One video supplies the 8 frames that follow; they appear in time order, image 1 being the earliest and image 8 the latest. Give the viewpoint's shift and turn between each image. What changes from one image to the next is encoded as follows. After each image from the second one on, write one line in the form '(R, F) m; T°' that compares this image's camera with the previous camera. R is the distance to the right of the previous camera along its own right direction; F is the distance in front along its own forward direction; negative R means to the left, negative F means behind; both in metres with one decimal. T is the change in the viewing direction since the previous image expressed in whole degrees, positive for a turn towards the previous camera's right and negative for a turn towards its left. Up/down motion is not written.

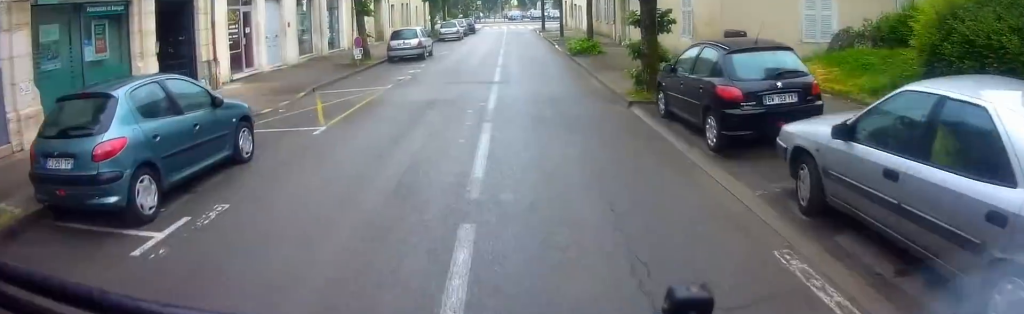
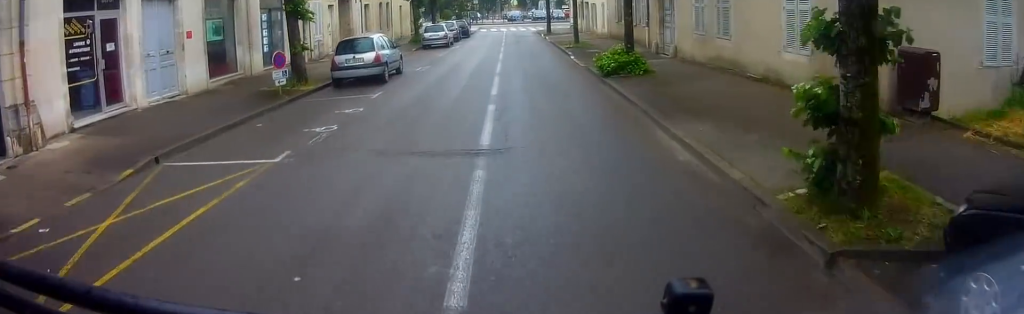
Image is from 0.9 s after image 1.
(0.0, +7.7) m; -1°
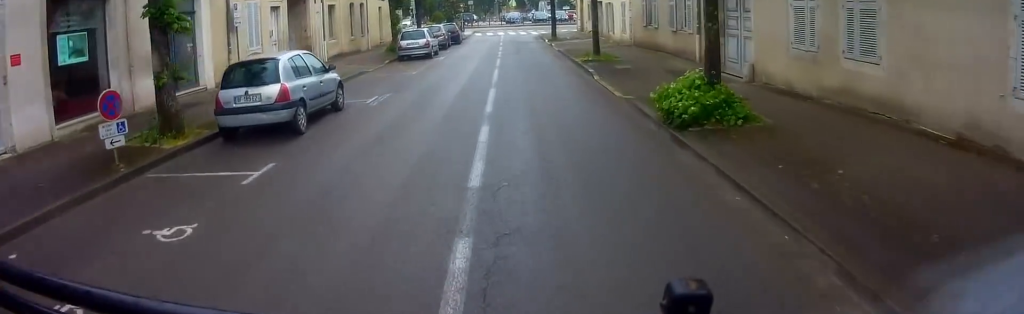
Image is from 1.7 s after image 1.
(+0.1, +6.8) m; -3°
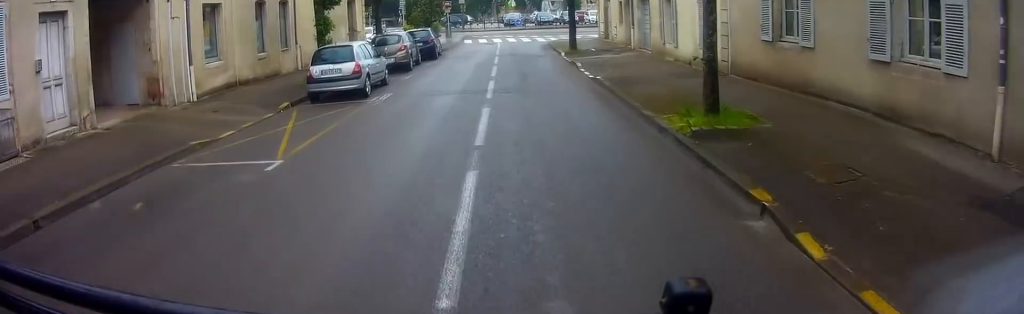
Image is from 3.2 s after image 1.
(-0.3, +12.3) m; 0°
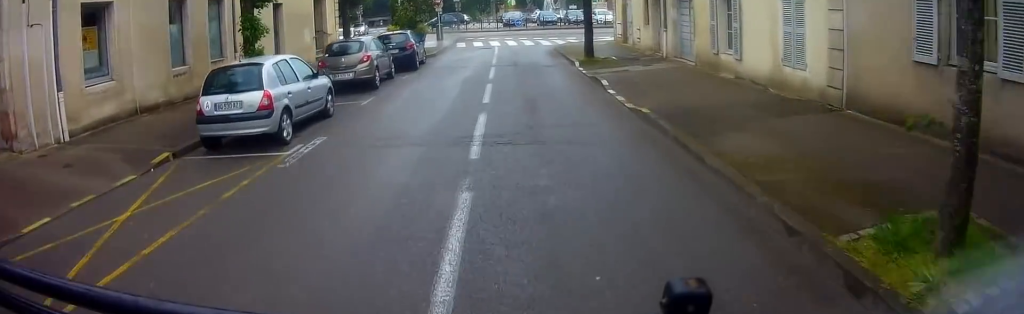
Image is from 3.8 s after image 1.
(+0.2, +5.7) m; 0°
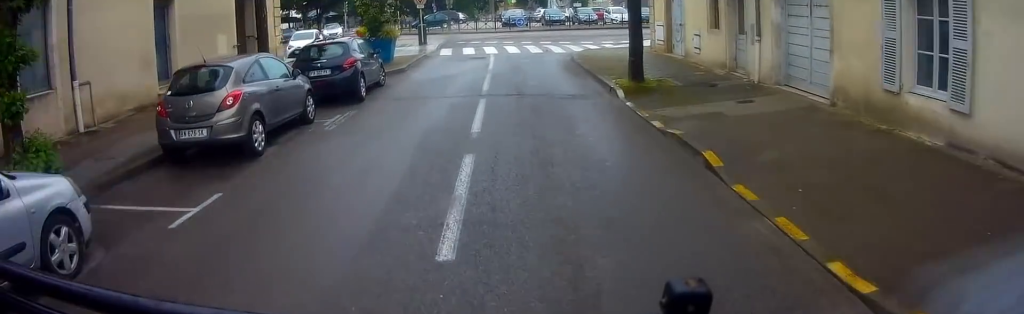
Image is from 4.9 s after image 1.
(-0.4, +8.5) m; -3°
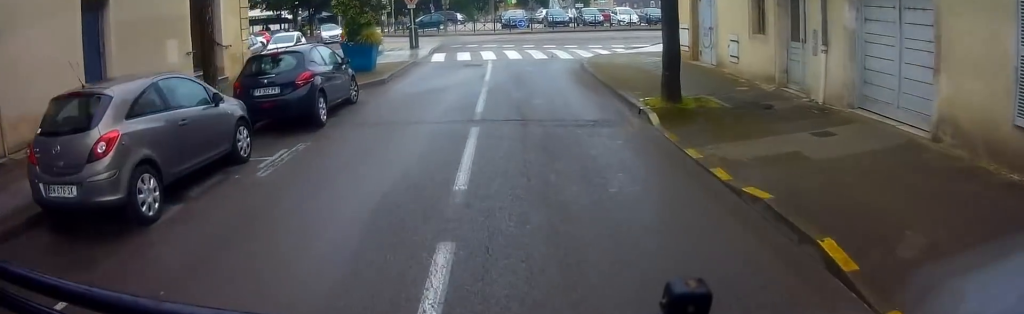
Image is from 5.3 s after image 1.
(0.0, +3.4) m; 0°
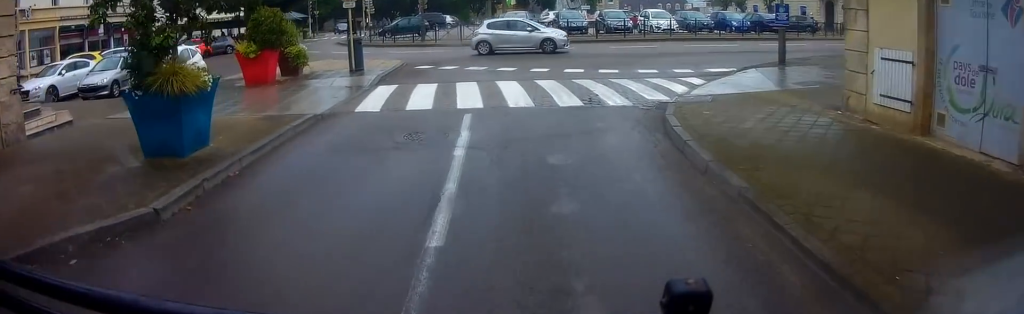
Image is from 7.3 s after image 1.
(+0.6, +13.5) m; +5°
